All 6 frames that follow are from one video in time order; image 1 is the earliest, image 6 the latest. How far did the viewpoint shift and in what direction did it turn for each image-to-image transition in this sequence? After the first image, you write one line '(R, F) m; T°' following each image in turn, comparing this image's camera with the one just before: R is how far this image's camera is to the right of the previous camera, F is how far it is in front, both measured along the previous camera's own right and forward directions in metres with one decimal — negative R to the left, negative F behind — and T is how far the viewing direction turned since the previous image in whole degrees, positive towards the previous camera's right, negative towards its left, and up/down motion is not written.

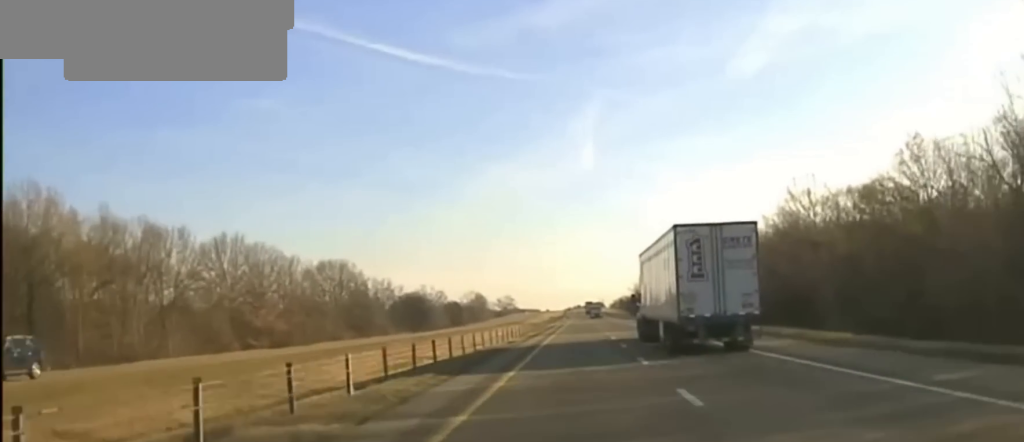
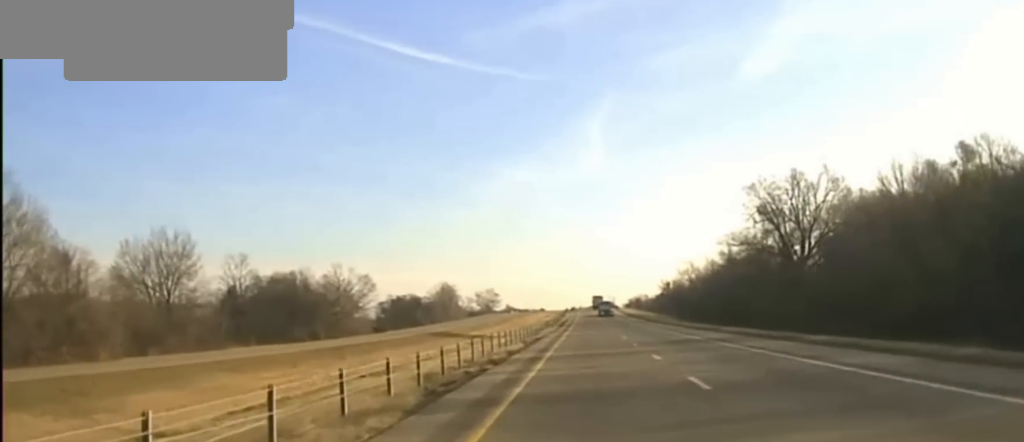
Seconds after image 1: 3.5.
(-1.5, +150.9) m; 0°
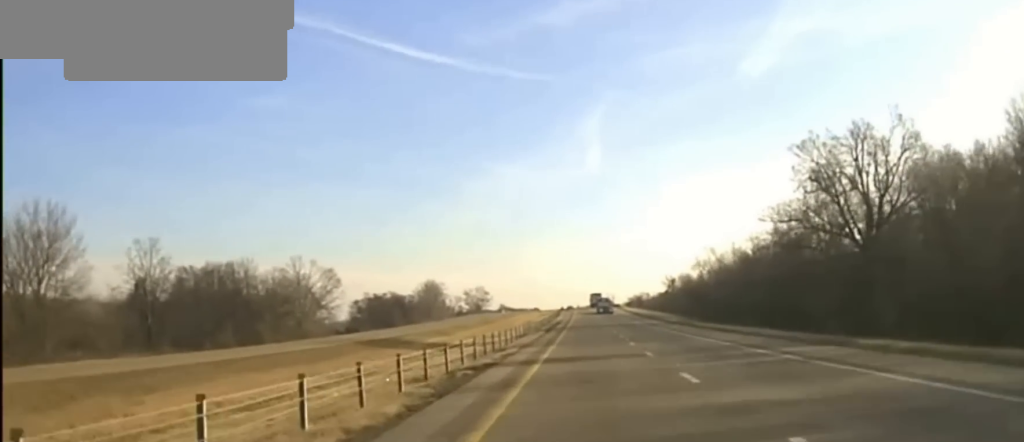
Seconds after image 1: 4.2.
(+0.1, +36.2) m; +1°
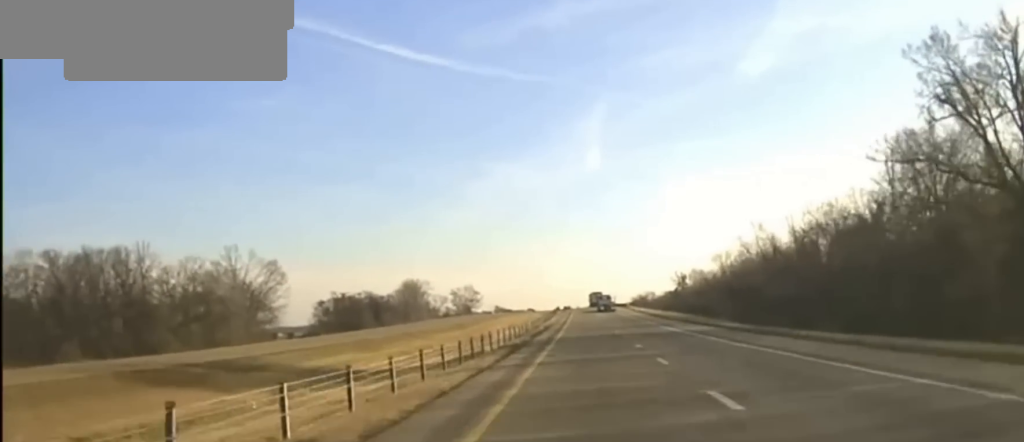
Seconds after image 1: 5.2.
(+0.3, +42.8) m; 0°
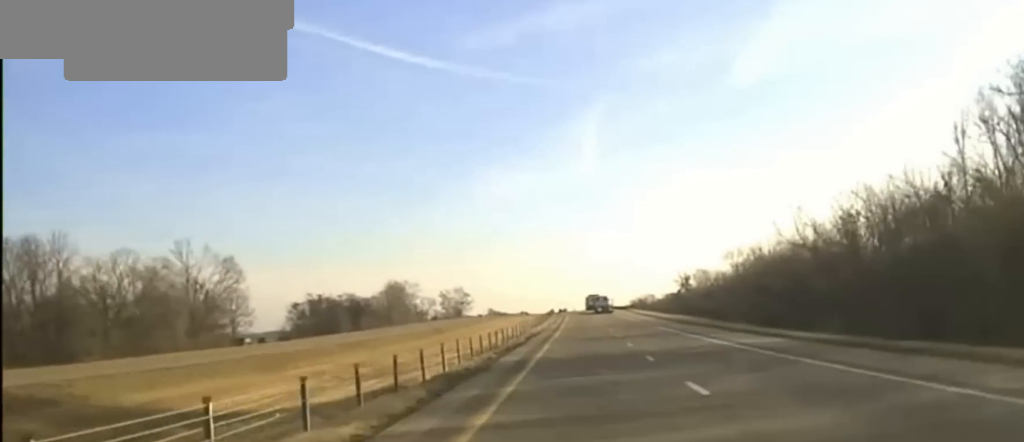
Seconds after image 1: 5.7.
(+0.2, +22.2) m; 0°
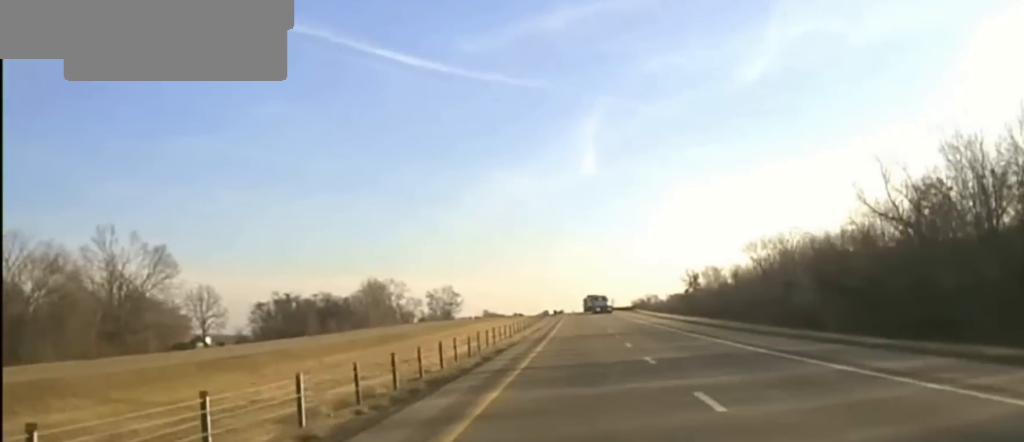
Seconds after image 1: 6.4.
(-0.4, +25.7) m; 0°
